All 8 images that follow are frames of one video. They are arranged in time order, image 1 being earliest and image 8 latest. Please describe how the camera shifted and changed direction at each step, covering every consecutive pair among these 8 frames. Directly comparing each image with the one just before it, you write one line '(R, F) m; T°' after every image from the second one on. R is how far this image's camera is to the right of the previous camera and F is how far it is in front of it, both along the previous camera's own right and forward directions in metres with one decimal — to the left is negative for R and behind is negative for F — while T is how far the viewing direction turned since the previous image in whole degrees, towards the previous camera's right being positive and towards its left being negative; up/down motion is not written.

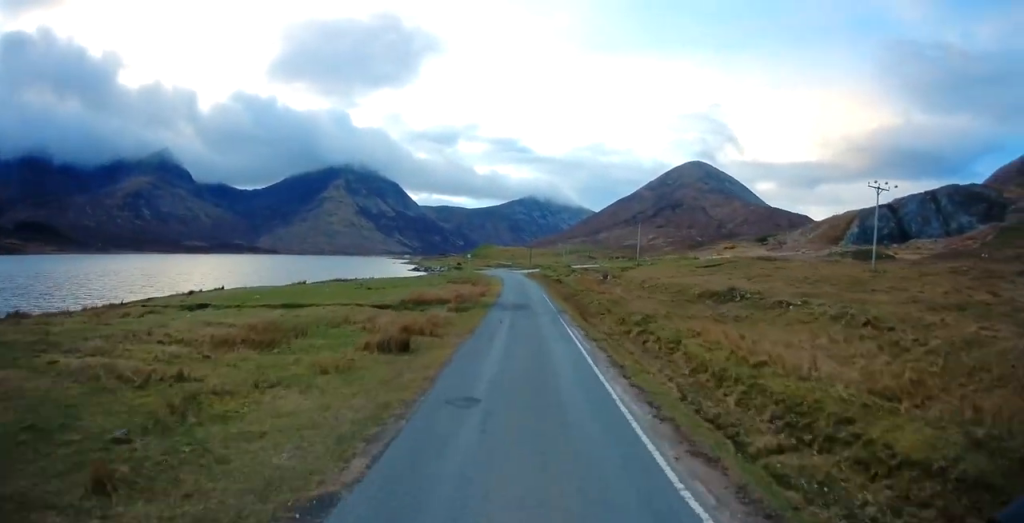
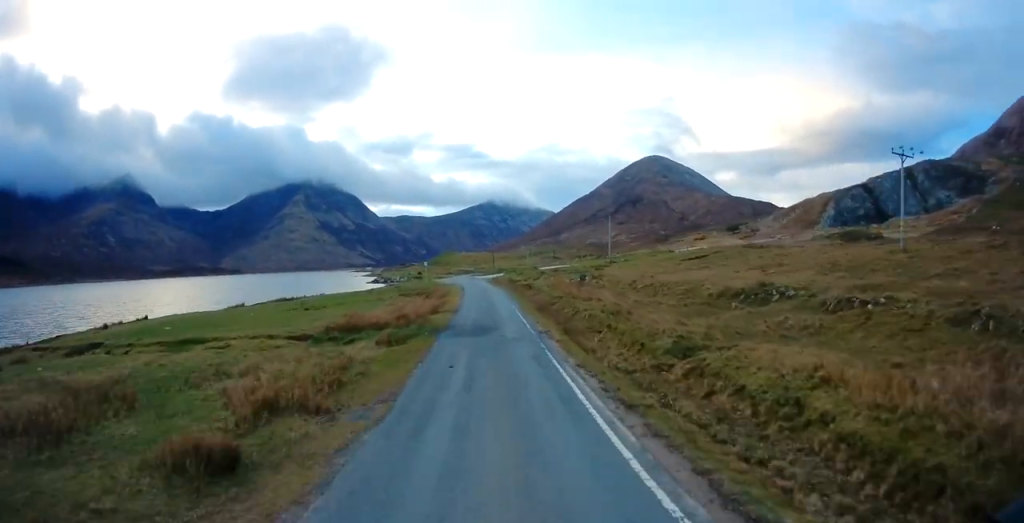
(+0.4, +7.8) m; +3°
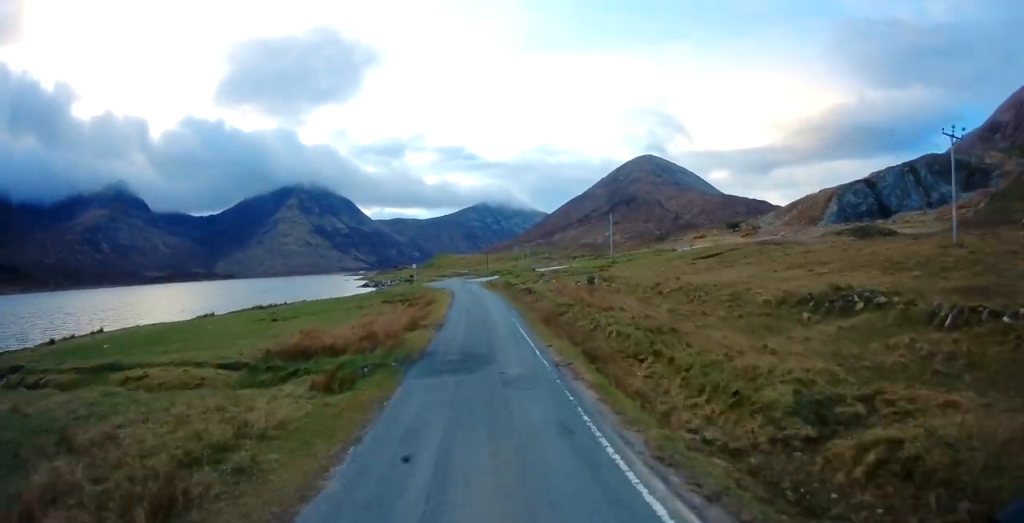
(+0.1, +6.0) m; +2°
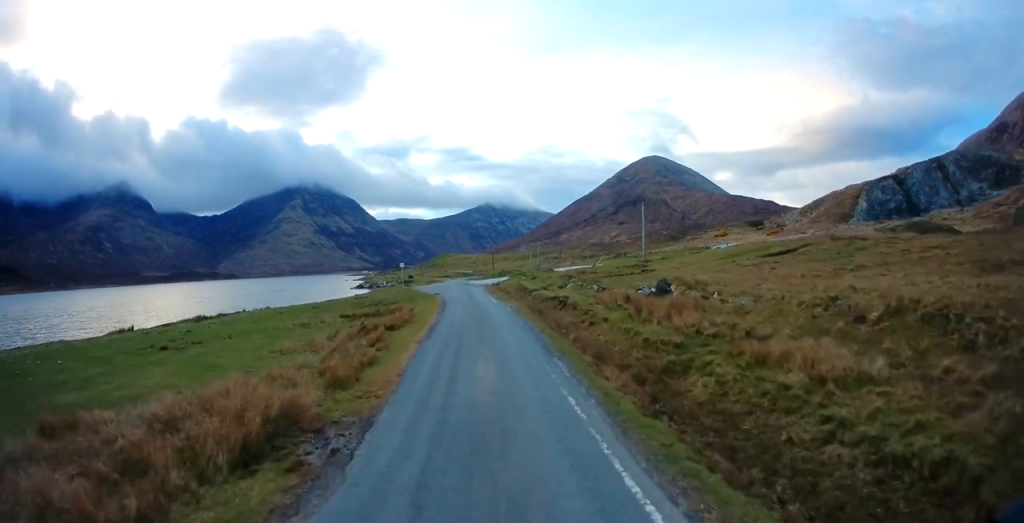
(+0.2, +15.0) m; 0°
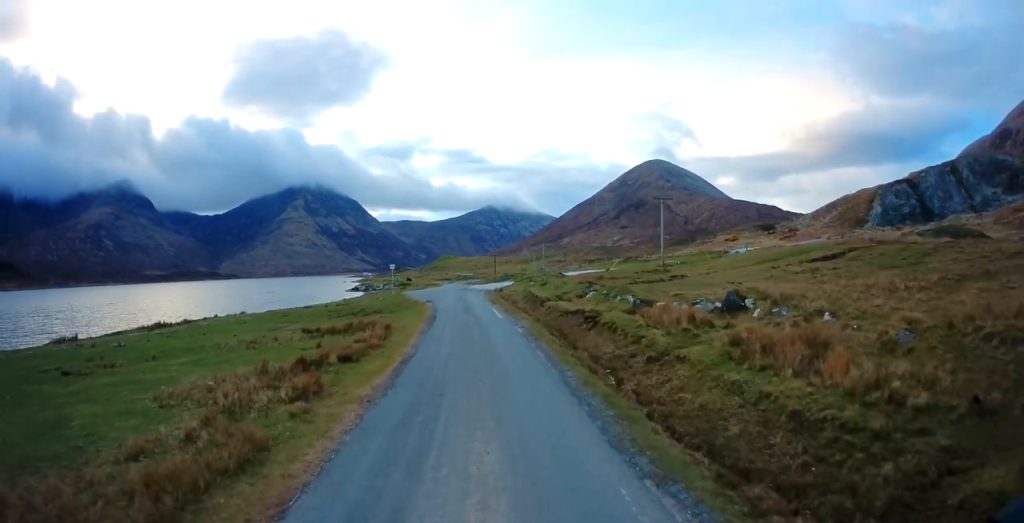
(-0.1, +7.2) m; 0°
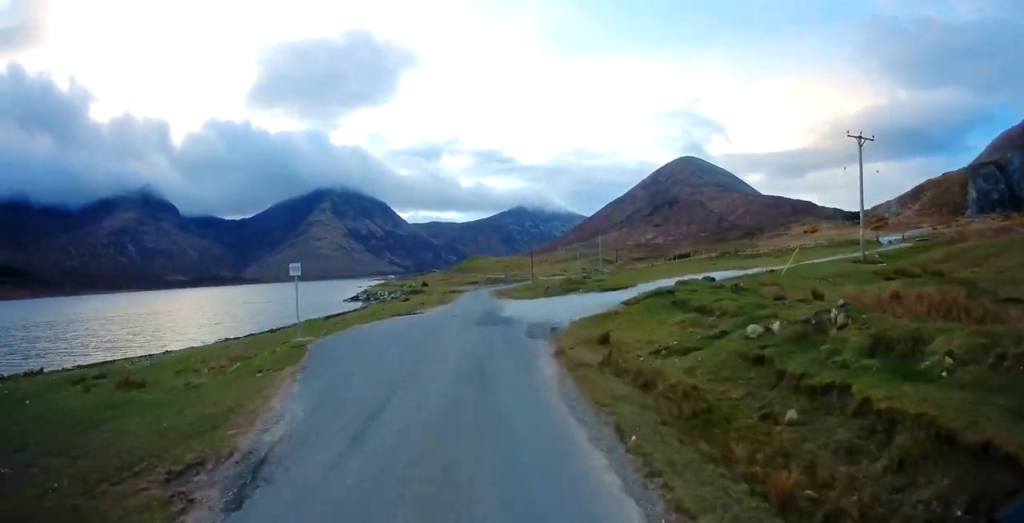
(-0.7, +32.9) m; -3°
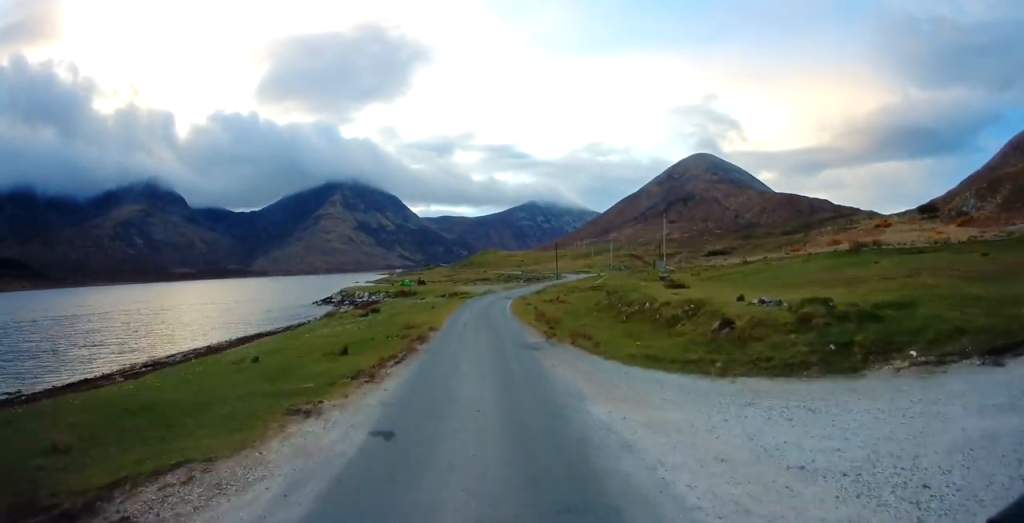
(-0.7, +28.9) m; -2°
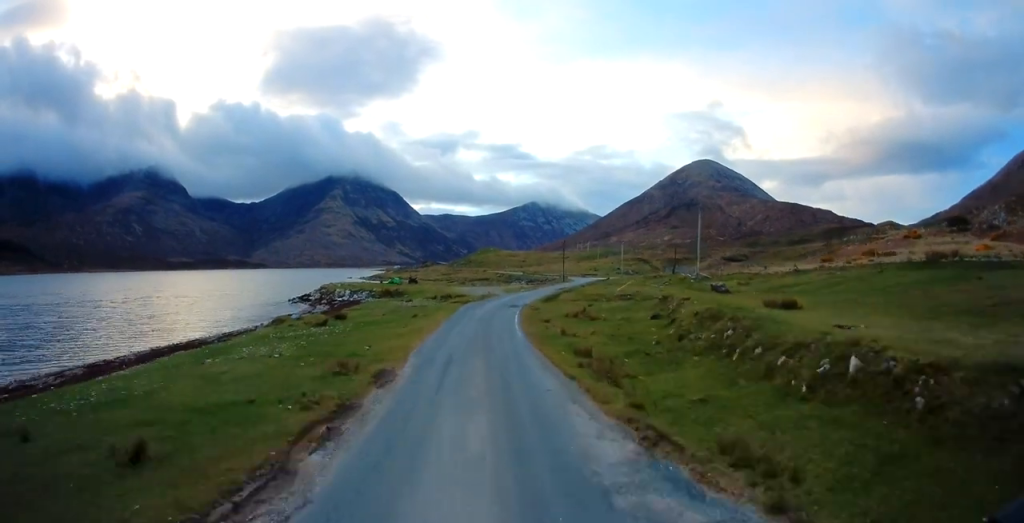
(0.0, +10.5) m; 0°
